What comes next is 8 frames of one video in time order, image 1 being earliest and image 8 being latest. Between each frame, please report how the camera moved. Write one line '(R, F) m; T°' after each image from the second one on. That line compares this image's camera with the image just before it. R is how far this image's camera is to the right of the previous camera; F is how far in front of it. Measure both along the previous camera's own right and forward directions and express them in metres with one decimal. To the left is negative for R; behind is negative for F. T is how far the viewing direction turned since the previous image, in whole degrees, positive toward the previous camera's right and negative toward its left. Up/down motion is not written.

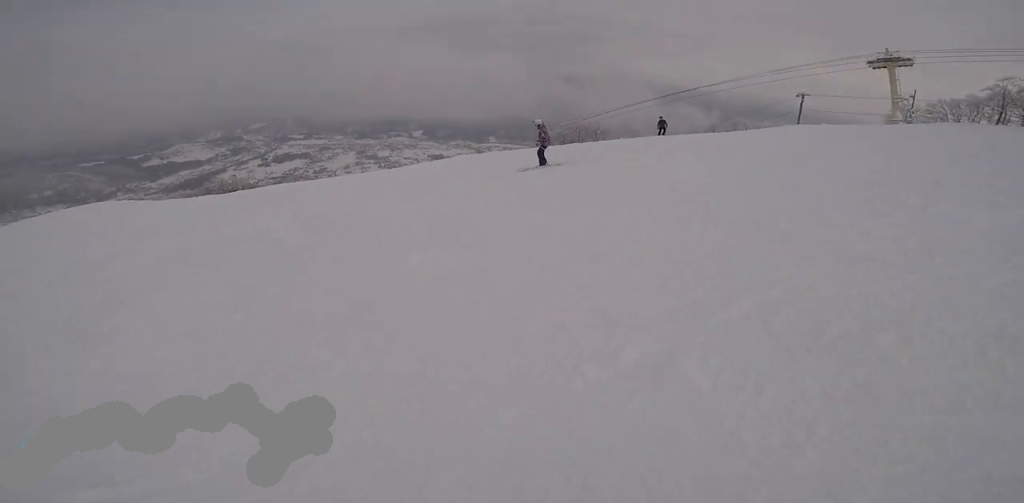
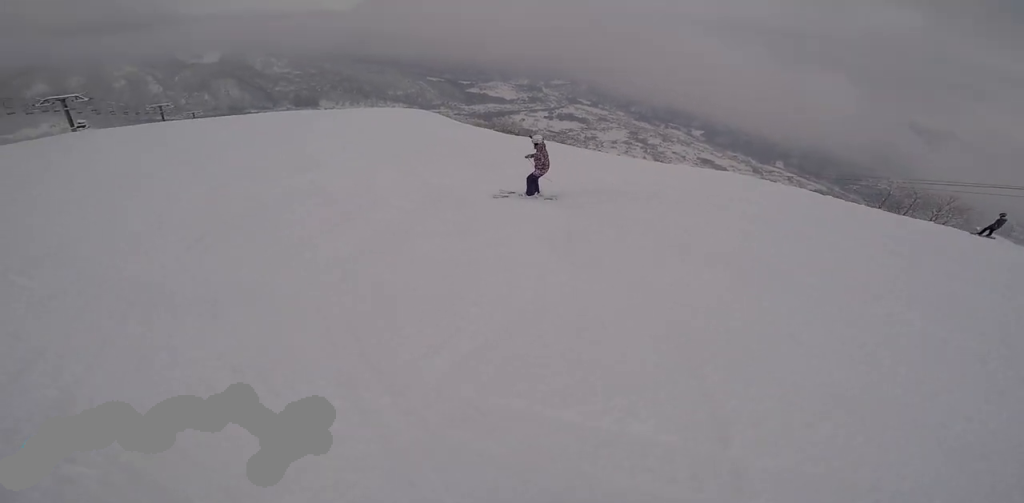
(-0.8, +5.4) m; -34°
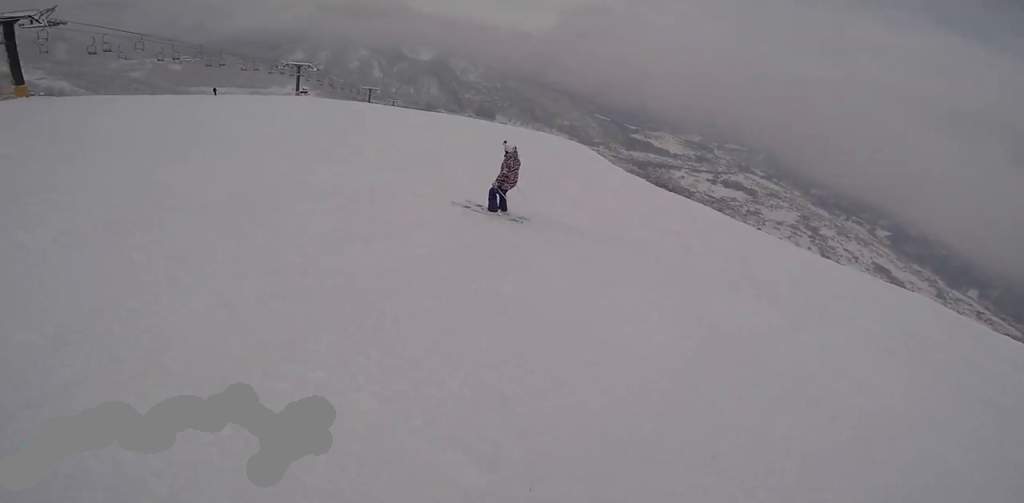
(-1.2, +3.1) m; -22°
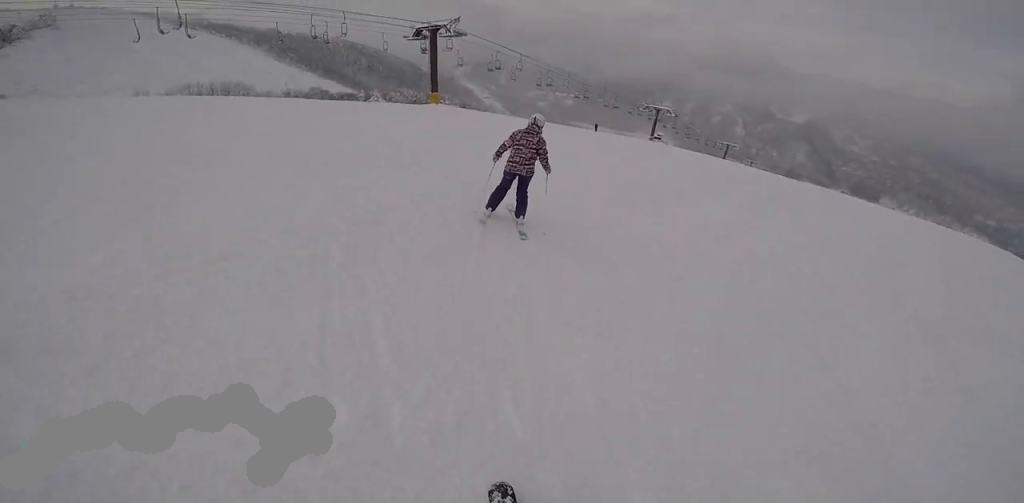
(-2.9, +8.8) m; -18°
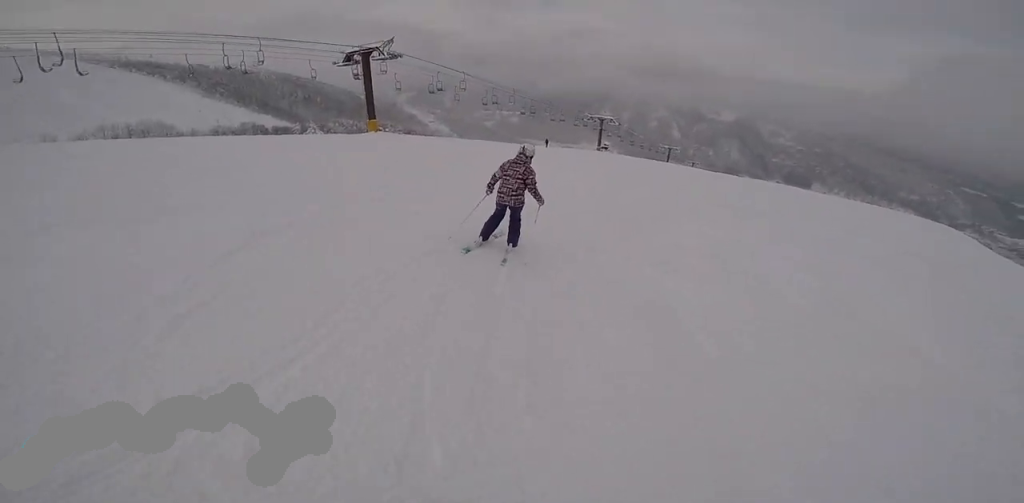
(-0.8, +2.8) m; +5°
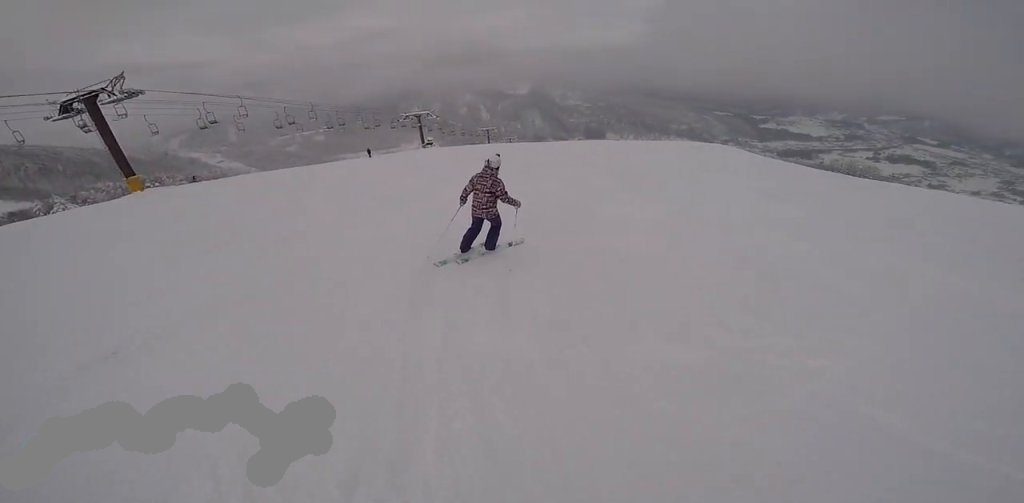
(+1.3, +3.2) m; +19°
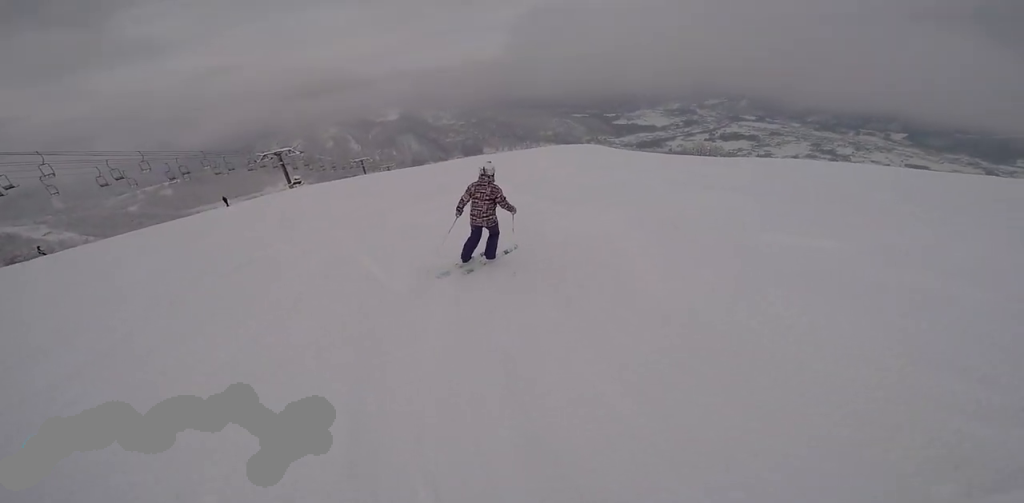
(+0.3, +2.5) m; +11°
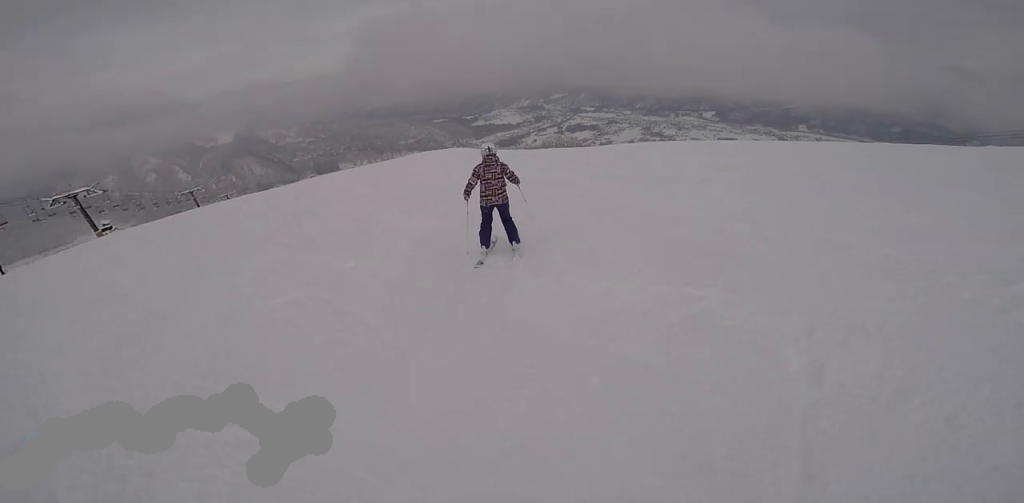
(+0.5, +4.0) m; +6°
